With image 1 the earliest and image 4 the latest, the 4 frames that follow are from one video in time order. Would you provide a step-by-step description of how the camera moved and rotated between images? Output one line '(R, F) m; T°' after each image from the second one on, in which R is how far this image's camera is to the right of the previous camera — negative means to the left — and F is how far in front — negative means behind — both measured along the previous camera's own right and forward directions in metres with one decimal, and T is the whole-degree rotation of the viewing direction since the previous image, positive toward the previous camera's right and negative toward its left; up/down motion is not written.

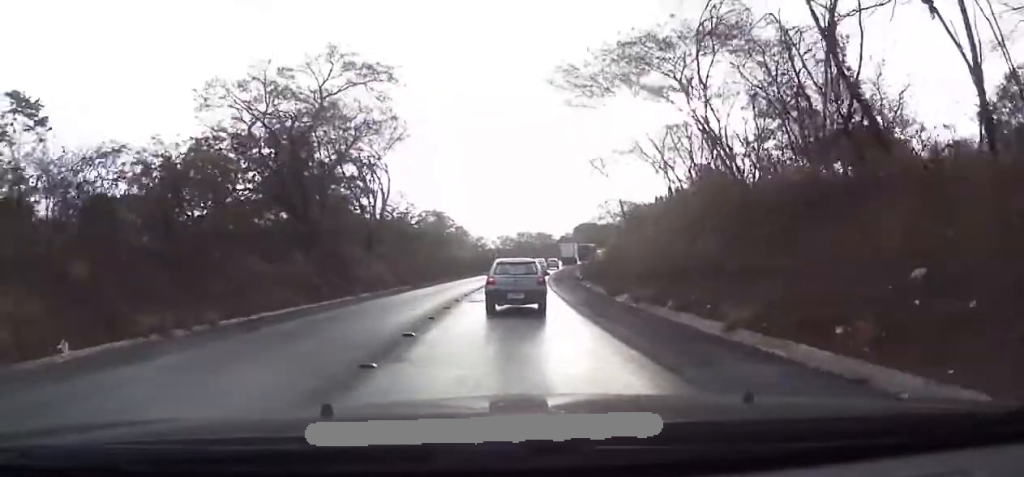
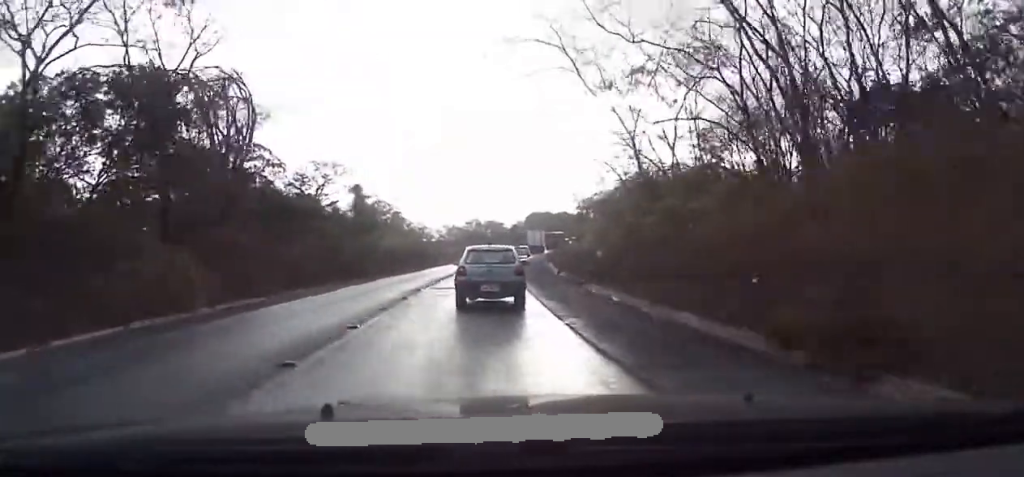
(+0.8, +25.4) m; +3°
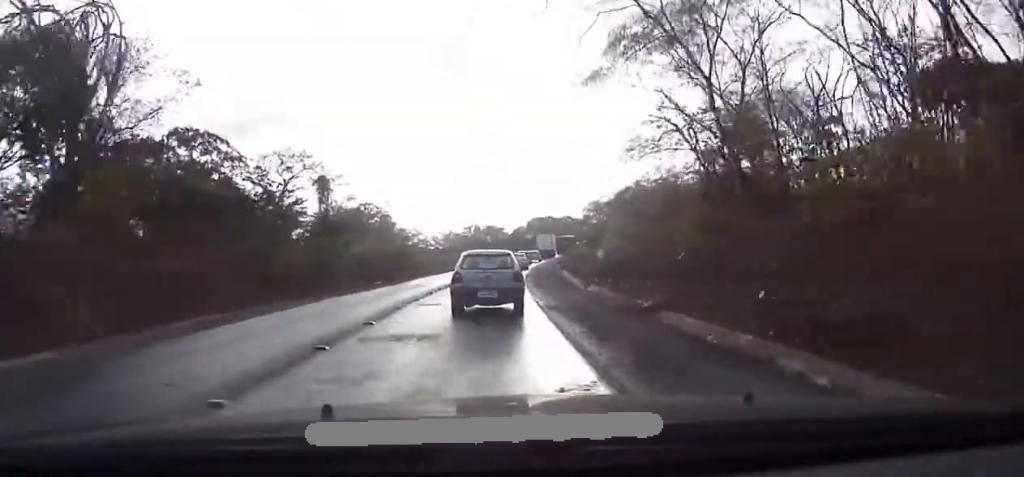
(+0.1, +14.8) m; +1°
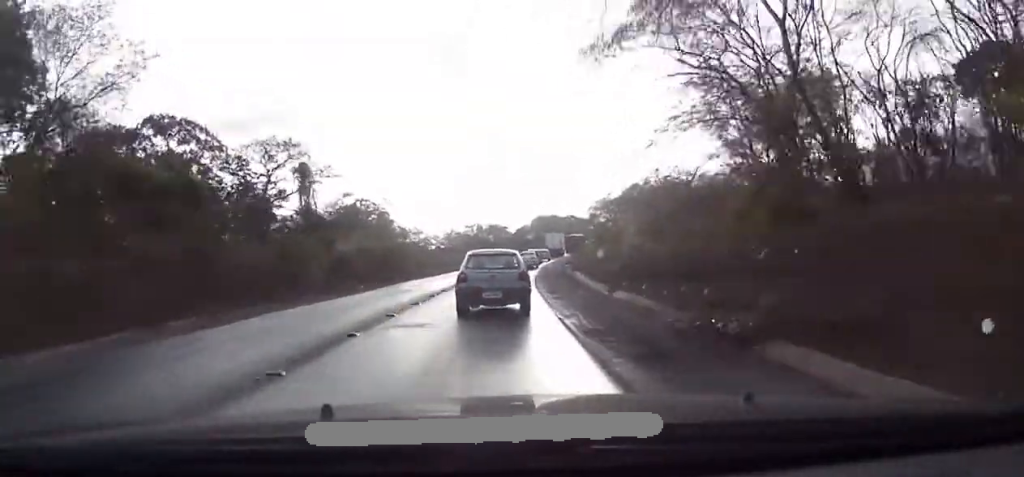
(0.0, +6.6) m; 0°
